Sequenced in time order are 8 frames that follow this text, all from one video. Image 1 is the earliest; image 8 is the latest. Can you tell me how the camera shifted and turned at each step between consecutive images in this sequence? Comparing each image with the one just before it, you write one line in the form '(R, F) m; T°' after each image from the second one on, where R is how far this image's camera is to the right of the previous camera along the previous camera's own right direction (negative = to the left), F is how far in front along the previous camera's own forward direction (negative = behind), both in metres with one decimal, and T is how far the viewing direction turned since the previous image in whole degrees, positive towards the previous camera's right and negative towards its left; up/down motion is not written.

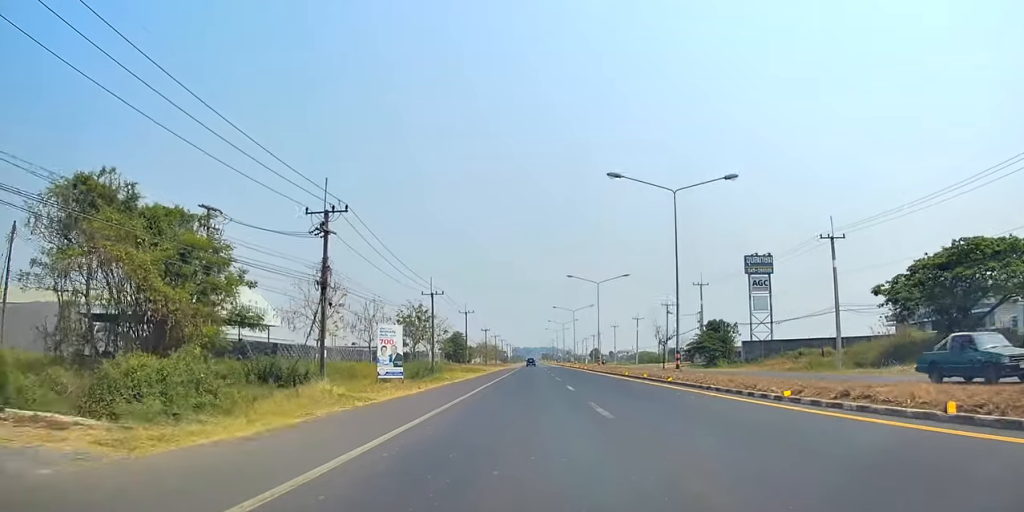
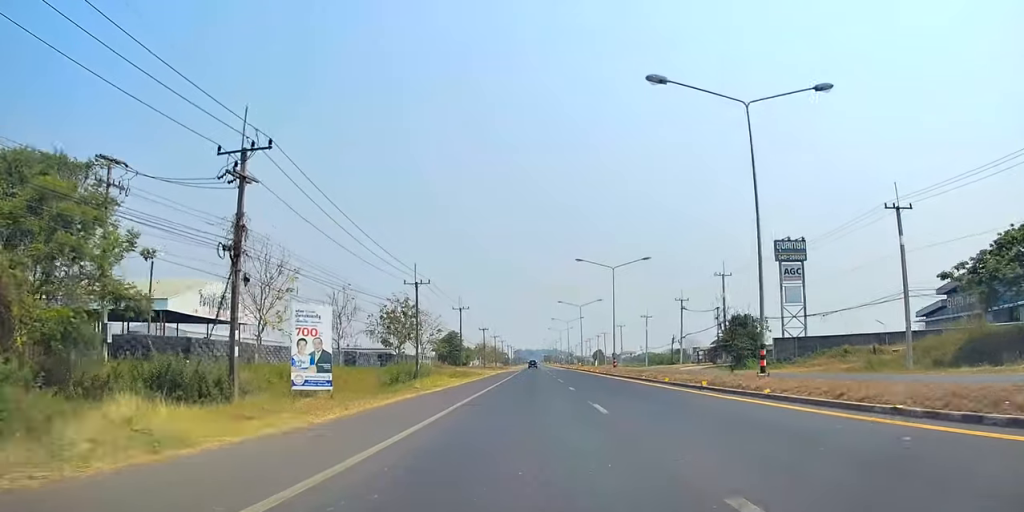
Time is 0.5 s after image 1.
(+0.2, +11.5) m; 0°
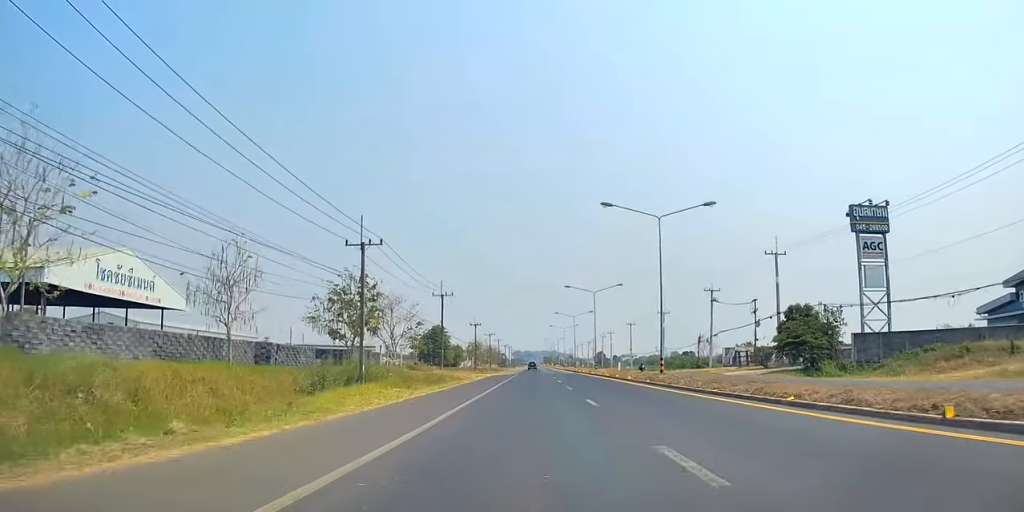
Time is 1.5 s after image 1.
(-0.2, +20.4) m; -1°
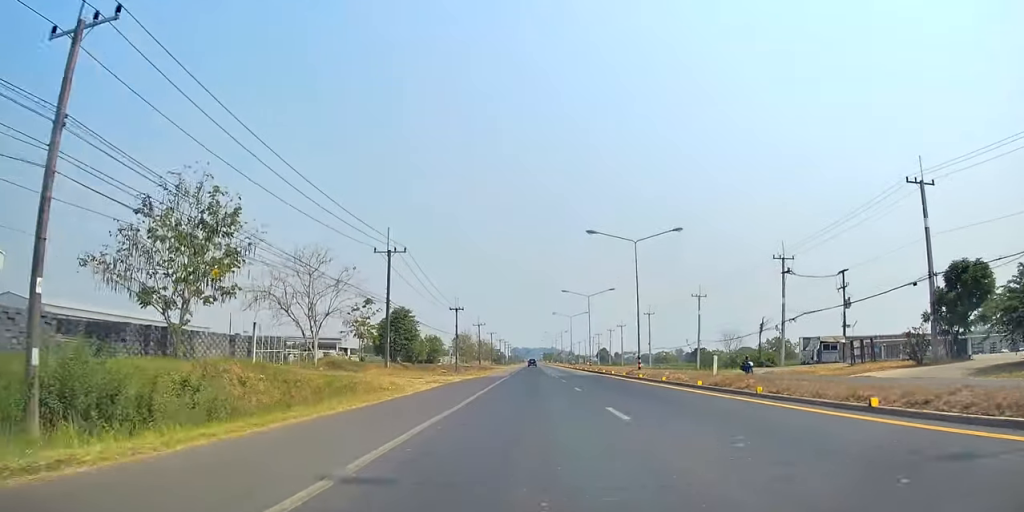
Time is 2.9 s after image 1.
(0.0, +29.4) m; +2°
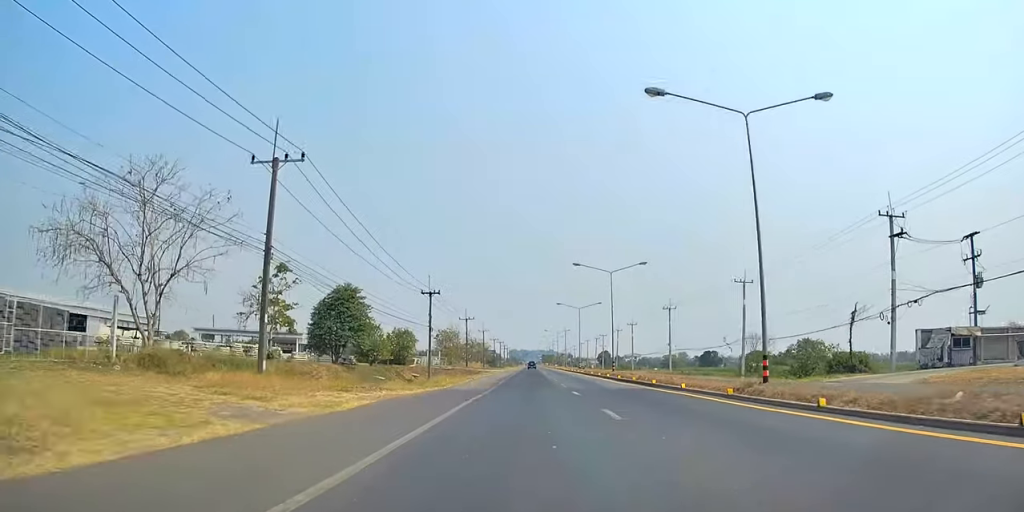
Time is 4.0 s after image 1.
(+0.8, +24.1) m; 0°
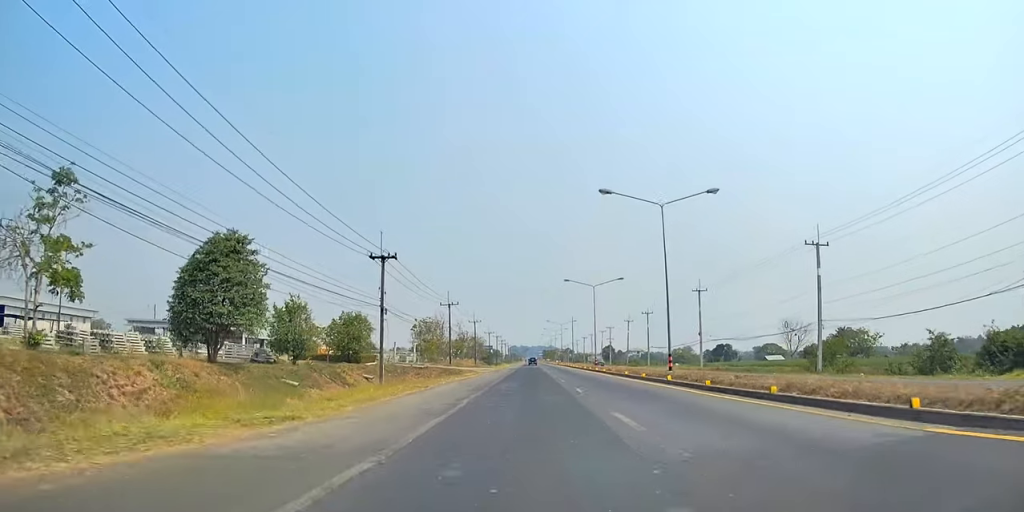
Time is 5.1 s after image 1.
(-0.5, +22.6) m; 0°
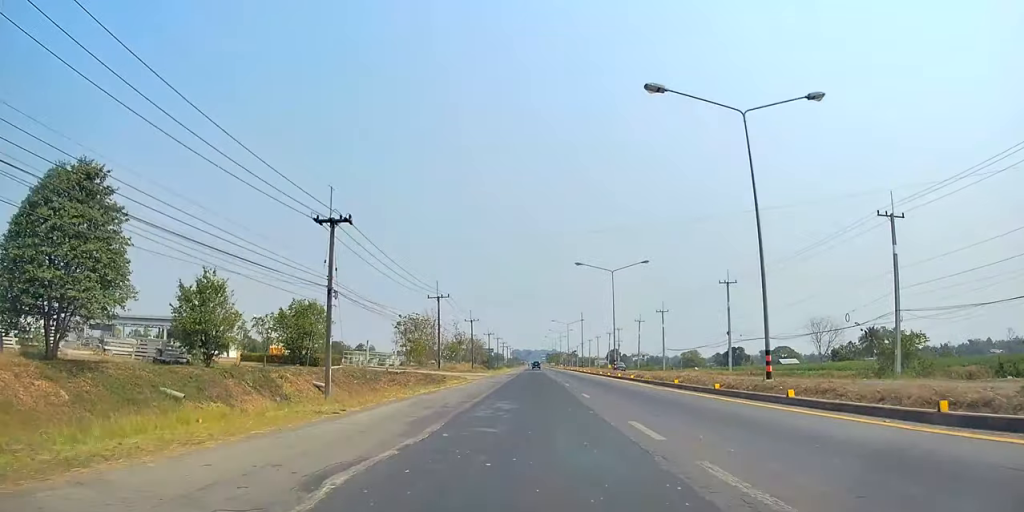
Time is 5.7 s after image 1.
(+0.4, +12.7) m; 0°
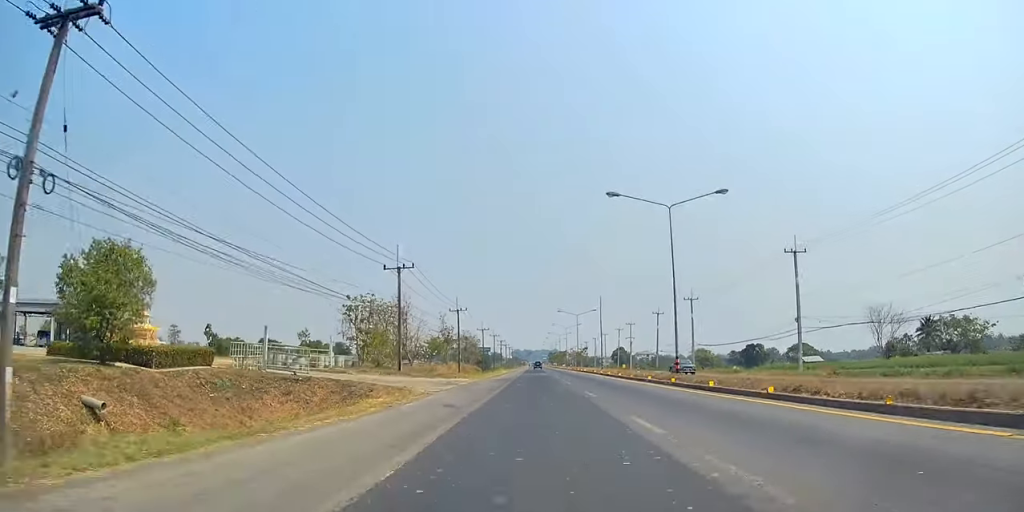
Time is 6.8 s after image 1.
(-0.4, +24.0) m; 0°
